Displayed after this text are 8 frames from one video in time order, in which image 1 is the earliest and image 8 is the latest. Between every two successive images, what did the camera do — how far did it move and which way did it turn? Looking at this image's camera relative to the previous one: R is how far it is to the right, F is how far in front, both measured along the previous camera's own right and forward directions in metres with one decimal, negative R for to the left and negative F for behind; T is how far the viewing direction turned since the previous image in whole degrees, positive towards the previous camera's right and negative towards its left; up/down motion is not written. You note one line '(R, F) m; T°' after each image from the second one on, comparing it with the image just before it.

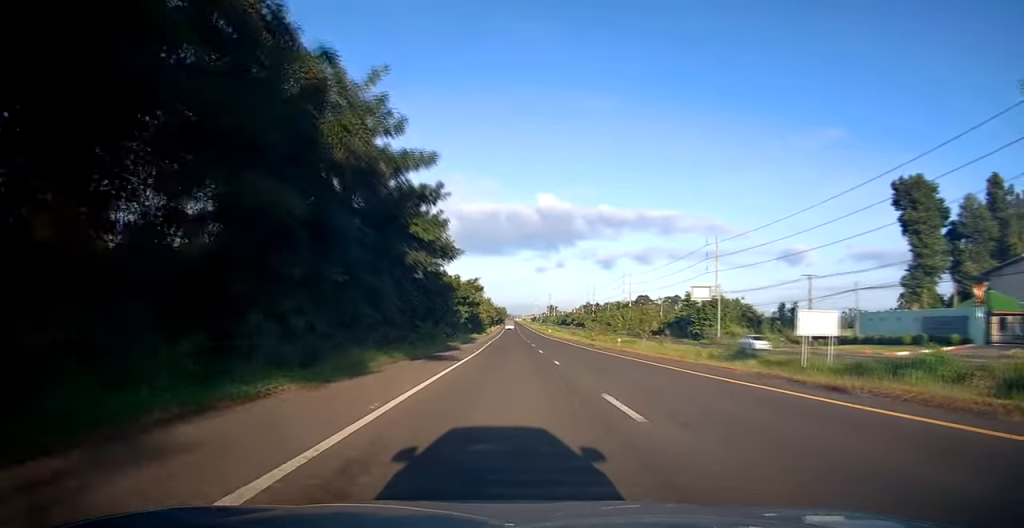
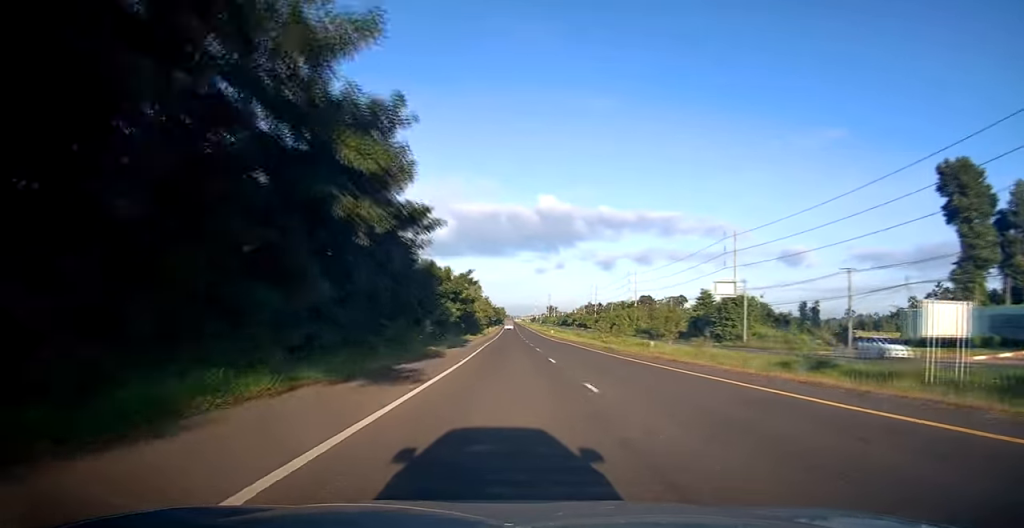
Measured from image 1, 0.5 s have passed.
(0.0, +9.2) m; 0°
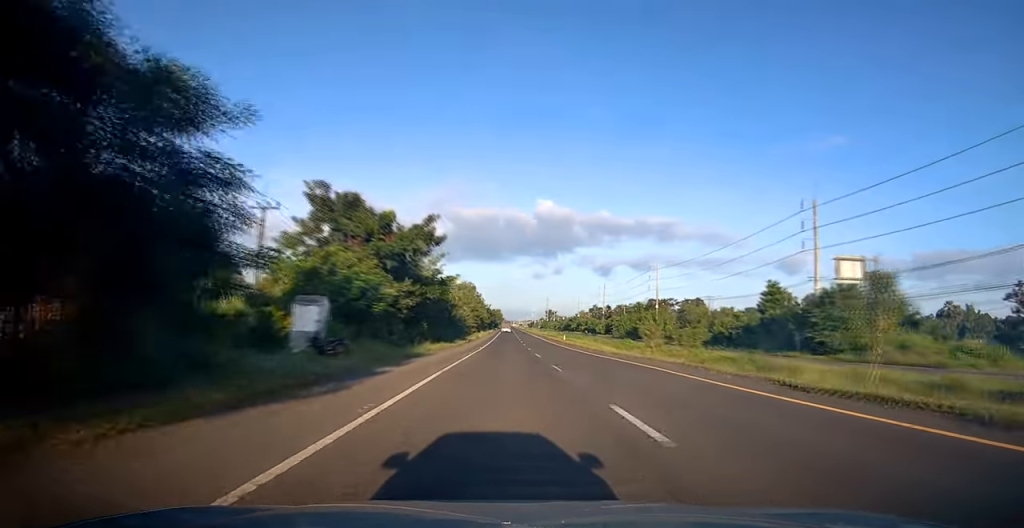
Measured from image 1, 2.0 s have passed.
(+0.2, +27.3) m; -1°
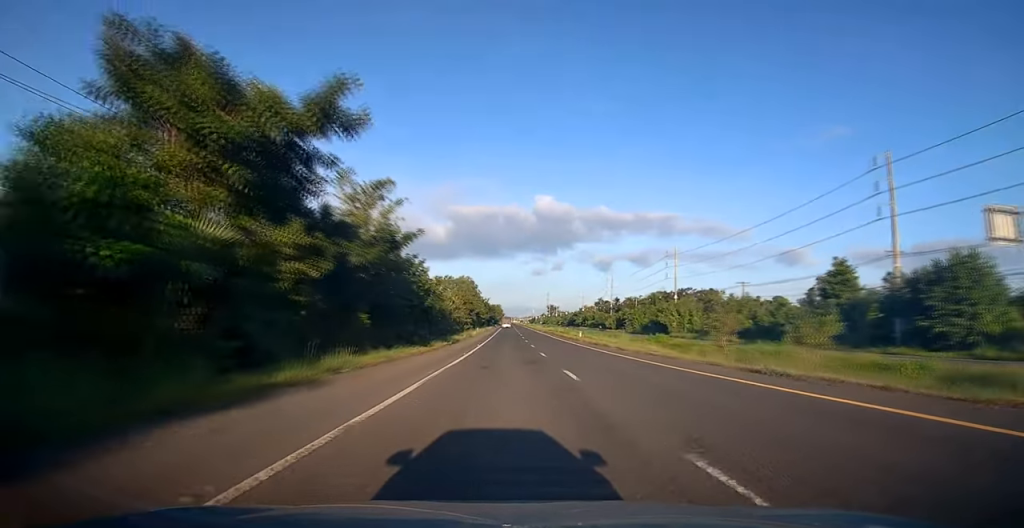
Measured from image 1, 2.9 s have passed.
(-0.1, +16.0) m; 0°
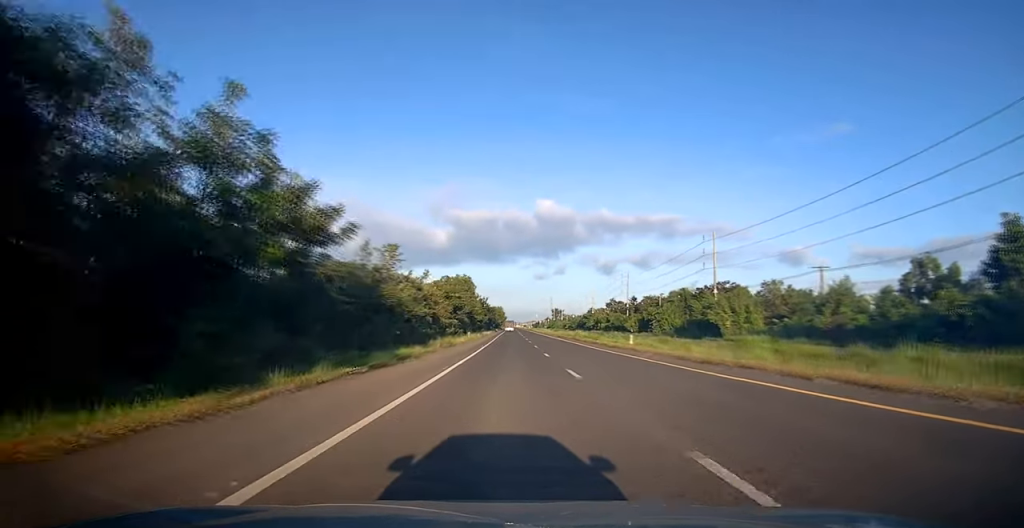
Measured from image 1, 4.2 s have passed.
(+0.1, +23.5) m; 0°
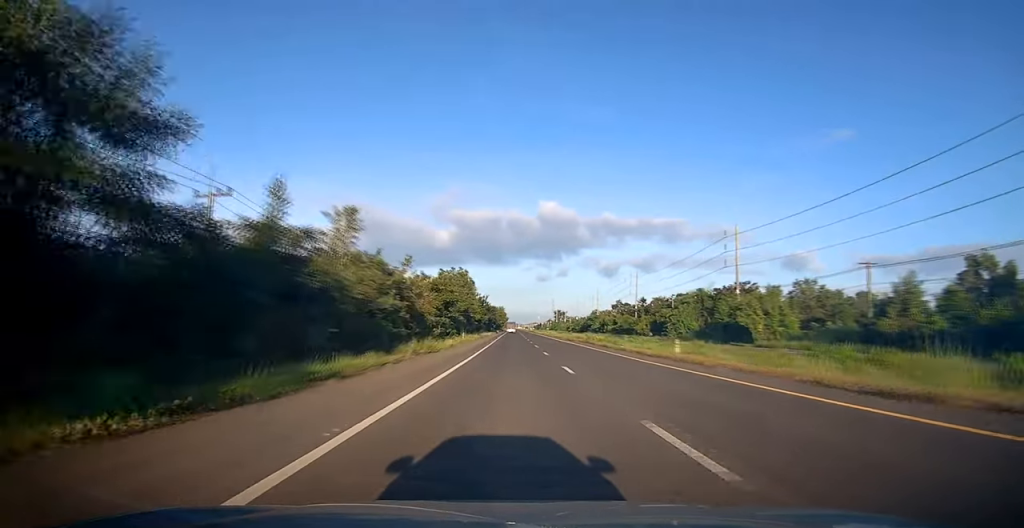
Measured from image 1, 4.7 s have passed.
(0.0, +9.6) m; 0°
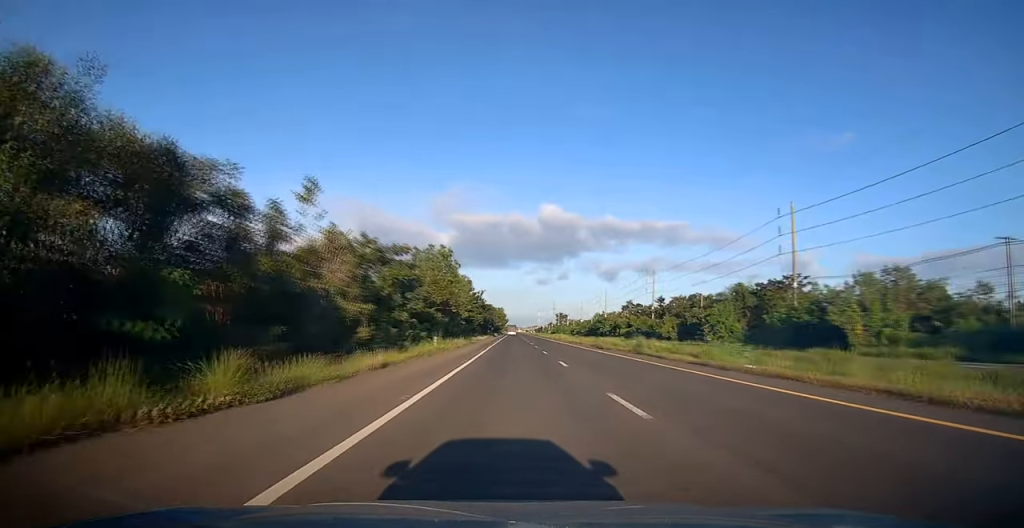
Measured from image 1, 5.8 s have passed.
(0.0, +20.0) m; 0°
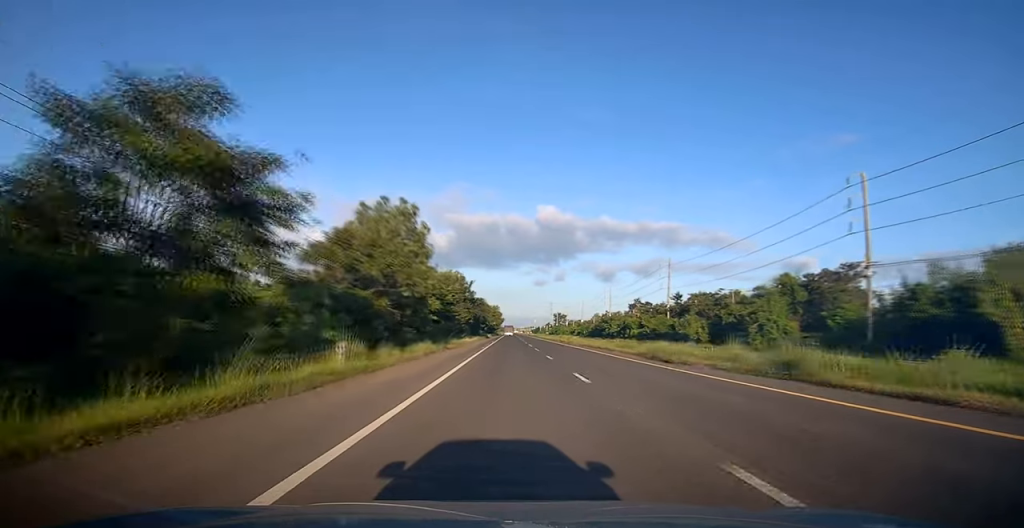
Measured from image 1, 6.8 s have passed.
(0.0, +17.9) m; 0°
